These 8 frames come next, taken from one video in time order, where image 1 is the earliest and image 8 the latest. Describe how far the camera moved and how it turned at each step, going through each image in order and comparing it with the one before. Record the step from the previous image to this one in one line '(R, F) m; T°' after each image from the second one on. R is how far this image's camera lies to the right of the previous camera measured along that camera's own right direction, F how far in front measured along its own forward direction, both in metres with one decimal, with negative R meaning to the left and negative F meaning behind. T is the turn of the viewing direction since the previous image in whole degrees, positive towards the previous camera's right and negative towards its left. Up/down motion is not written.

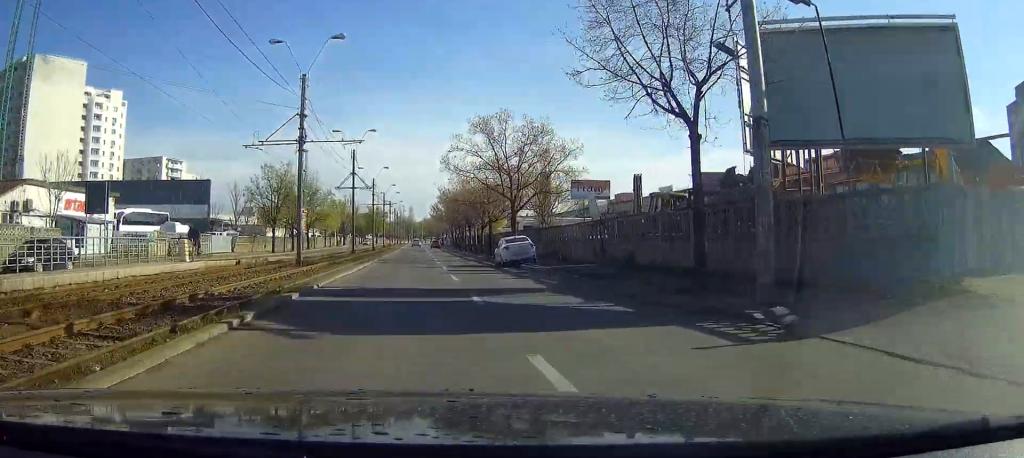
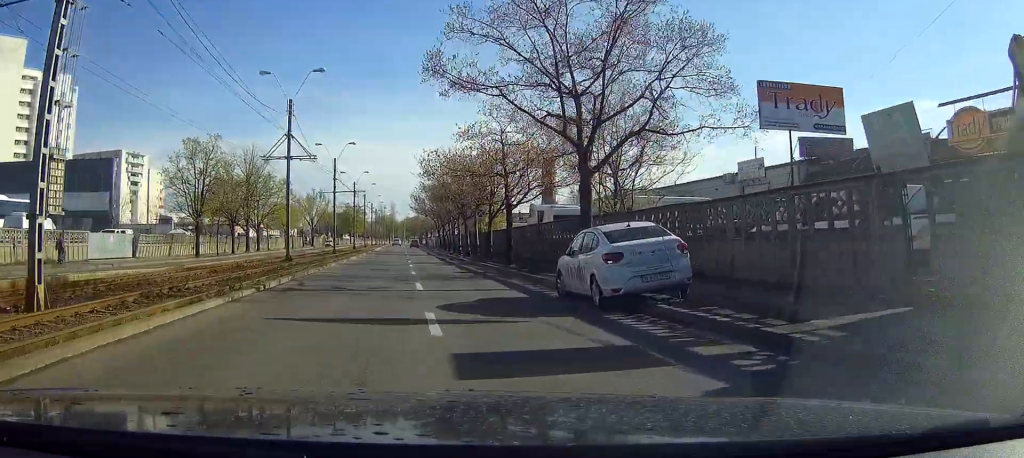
(+0.2, +24.1) m; 0°
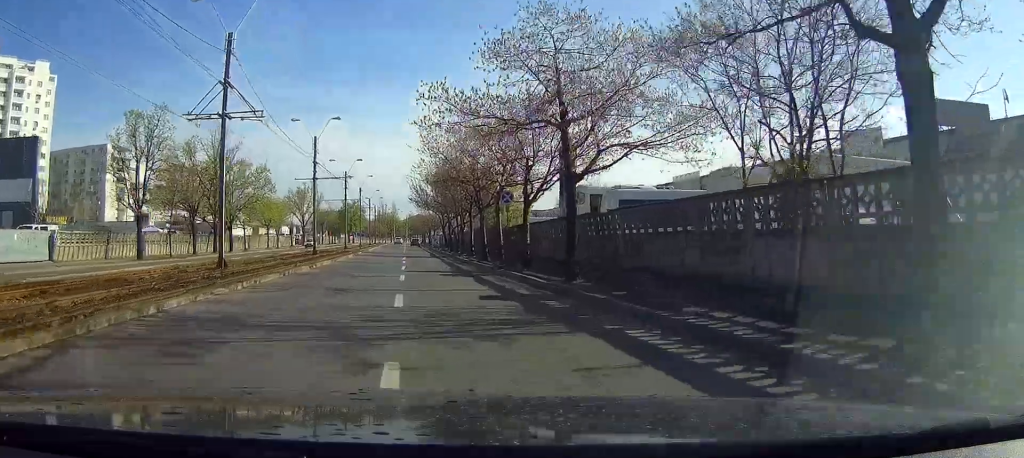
(0.0, +14.6) m; -1°
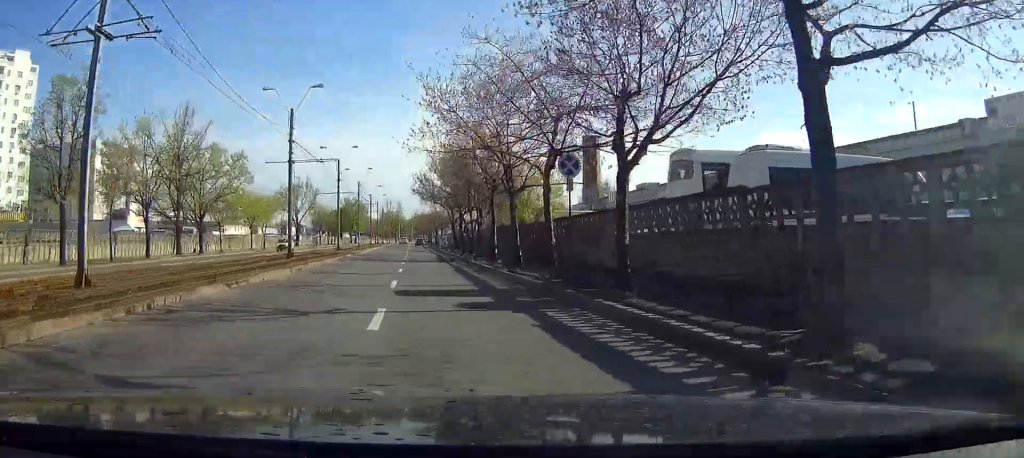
(-0.1, +12.8) m; -1°
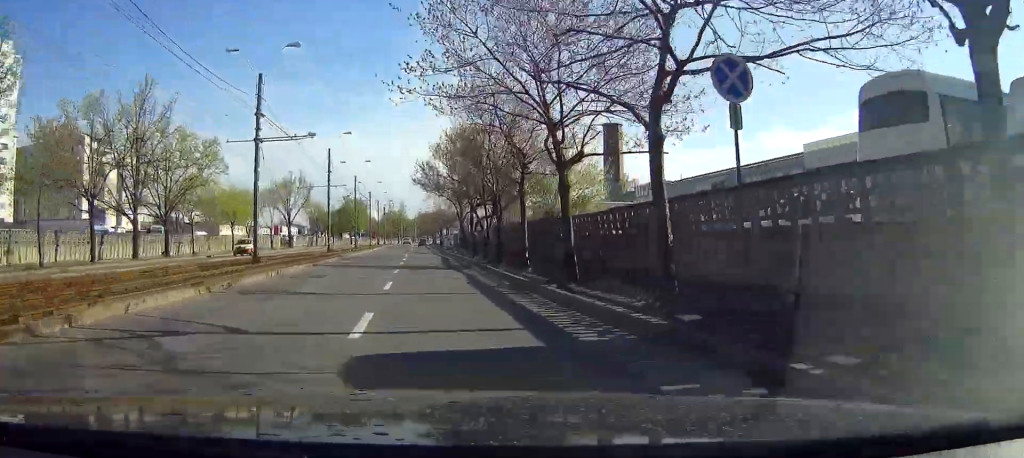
(0.0, +10.0) m; 0°
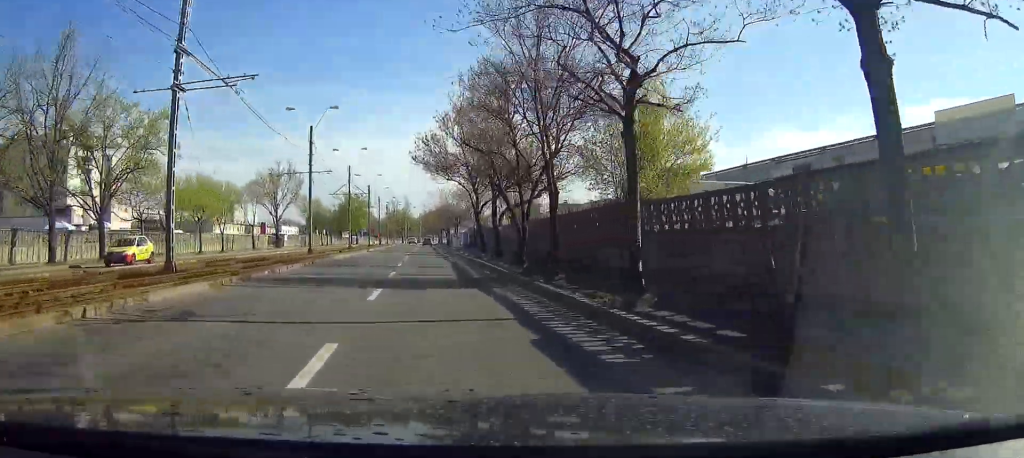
(0.0, +13.0) m; 0°
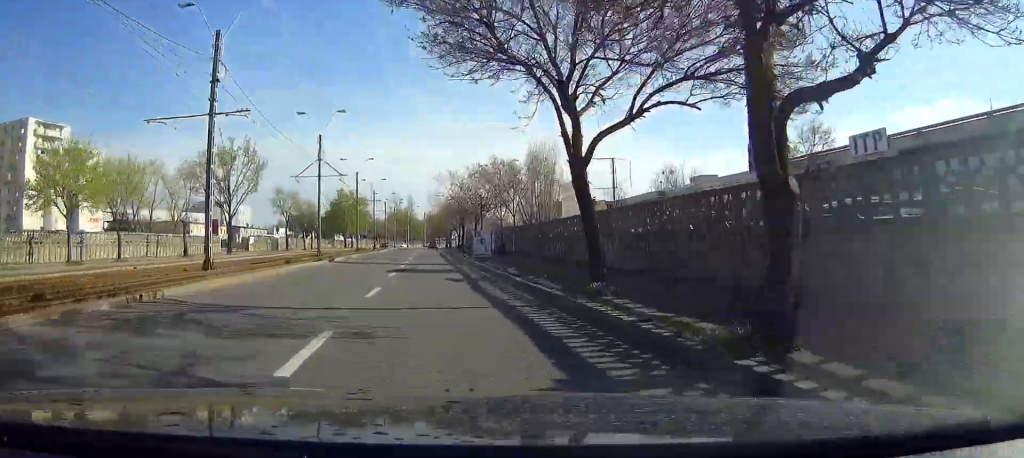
(-0.2, +26.3) m; 0°
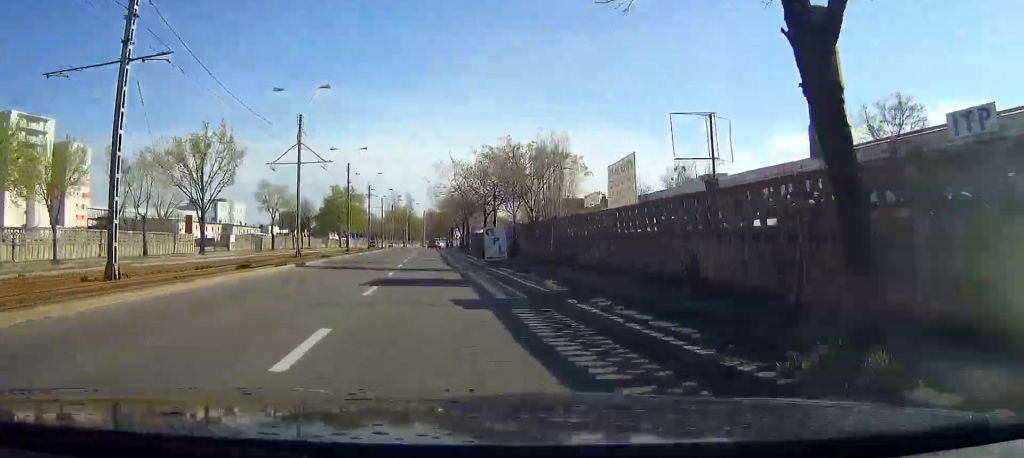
(0.0, +9.0) m; 0°
